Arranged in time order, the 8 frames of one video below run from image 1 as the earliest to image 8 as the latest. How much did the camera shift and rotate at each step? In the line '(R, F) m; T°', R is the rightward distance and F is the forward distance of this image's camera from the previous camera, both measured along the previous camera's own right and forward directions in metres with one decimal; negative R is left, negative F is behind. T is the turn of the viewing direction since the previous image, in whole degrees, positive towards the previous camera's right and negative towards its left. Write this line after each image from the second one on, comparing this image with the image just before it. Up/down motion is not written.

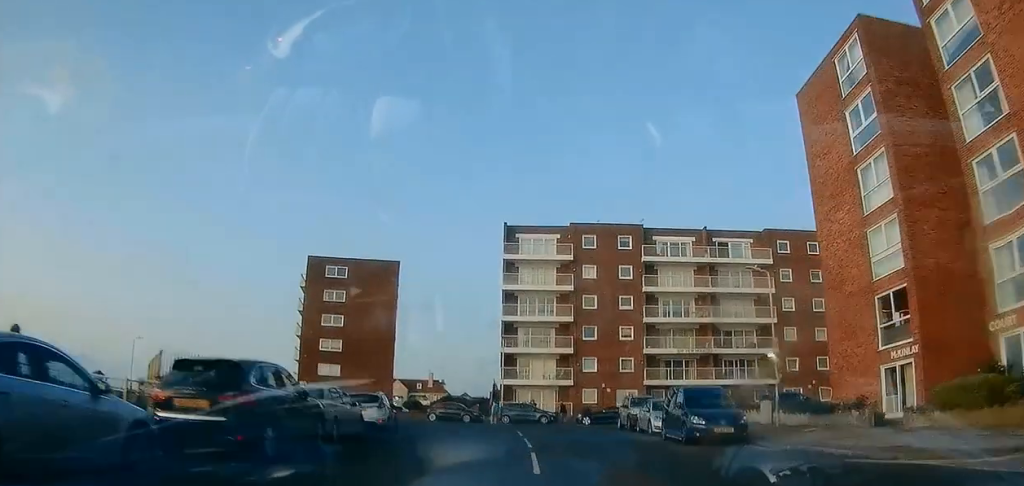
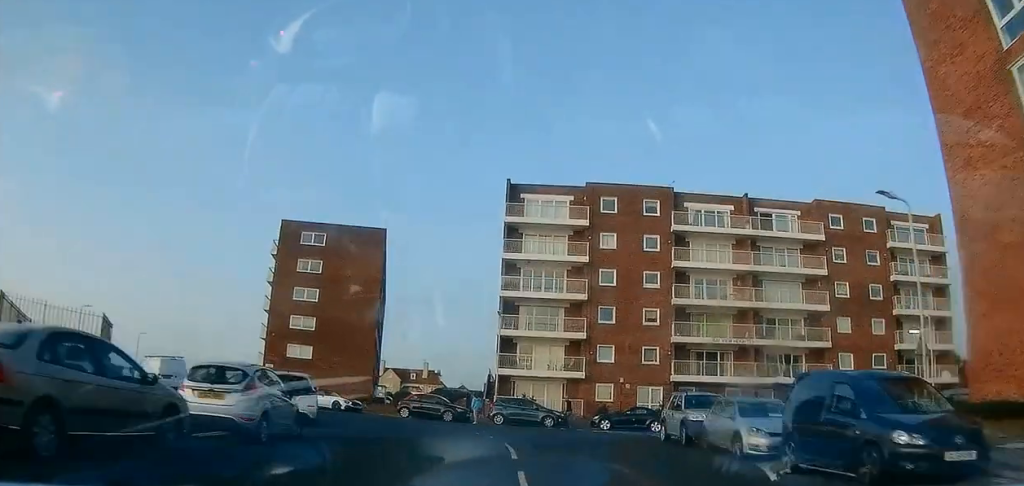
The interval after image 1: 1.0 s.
(-0.1, +9.5) m; -9°
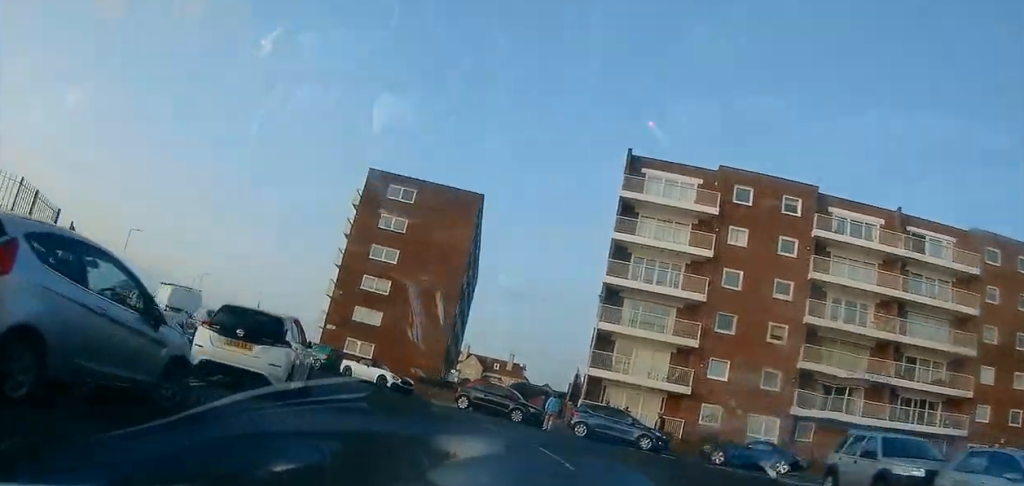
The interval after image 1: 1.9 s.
(-0.7, +6.8) m; -13°
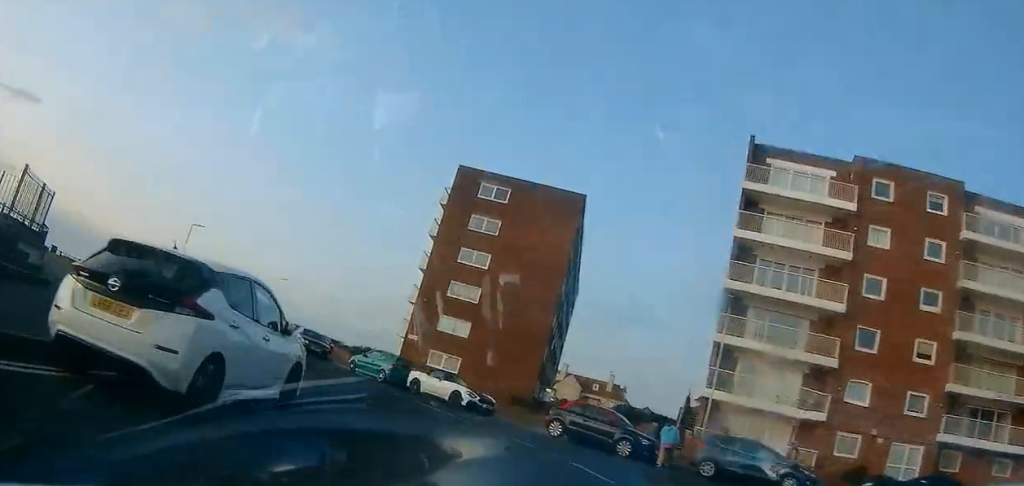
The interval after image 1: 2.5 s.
(-0.8, +5.3) m; -9°
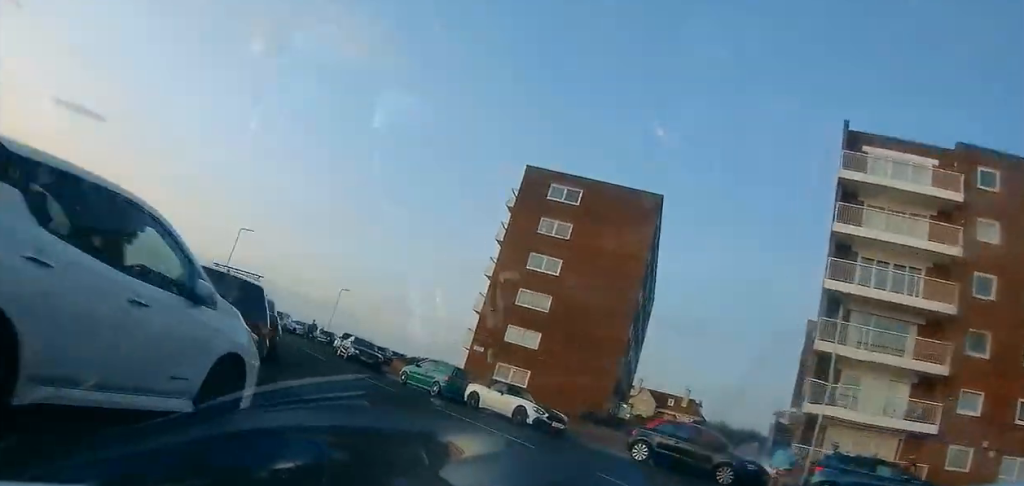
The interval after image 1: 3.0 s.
(0.0, +3.4) m; -1°
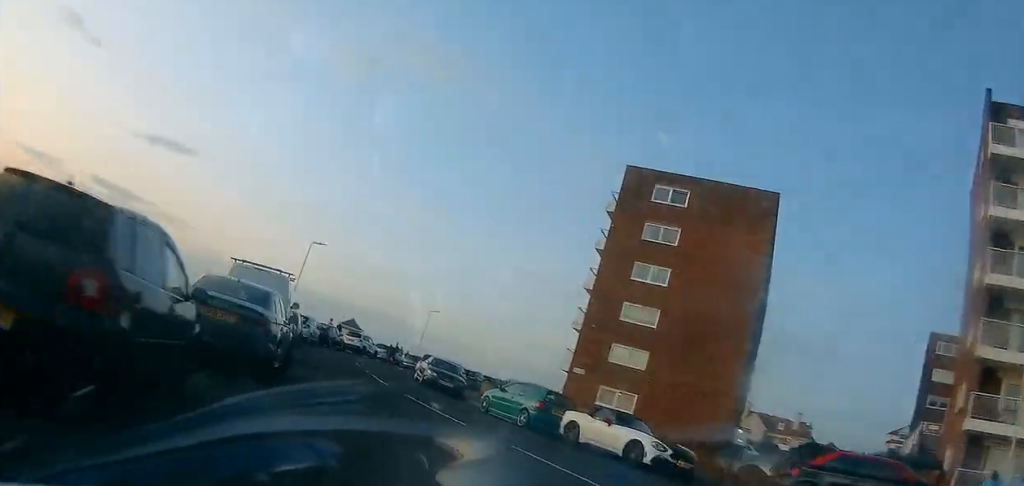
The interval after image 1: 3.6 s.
(0.0, +4.8) m; -2°
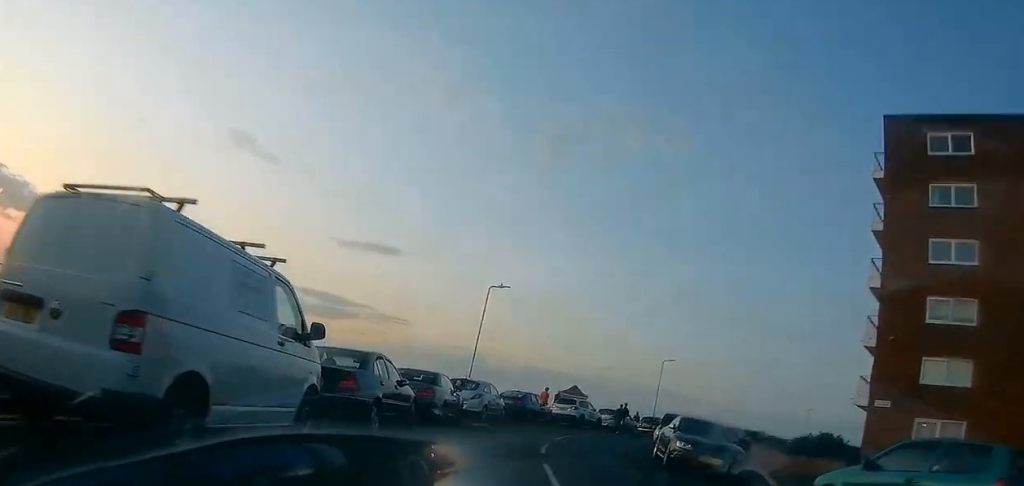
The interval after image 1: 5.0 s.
(-1.3, +10.9) m; -14°
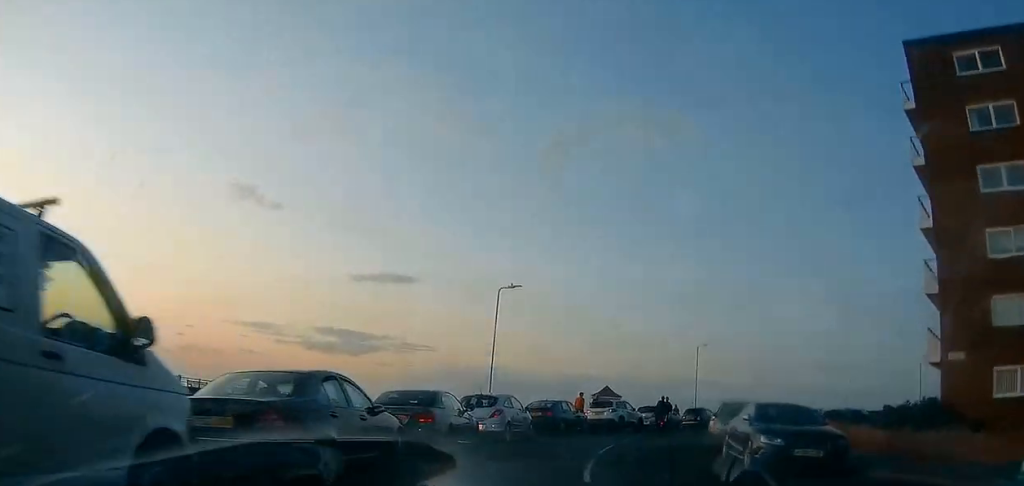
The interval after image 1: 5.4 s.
(-0.3, +3.4) m; -4°
